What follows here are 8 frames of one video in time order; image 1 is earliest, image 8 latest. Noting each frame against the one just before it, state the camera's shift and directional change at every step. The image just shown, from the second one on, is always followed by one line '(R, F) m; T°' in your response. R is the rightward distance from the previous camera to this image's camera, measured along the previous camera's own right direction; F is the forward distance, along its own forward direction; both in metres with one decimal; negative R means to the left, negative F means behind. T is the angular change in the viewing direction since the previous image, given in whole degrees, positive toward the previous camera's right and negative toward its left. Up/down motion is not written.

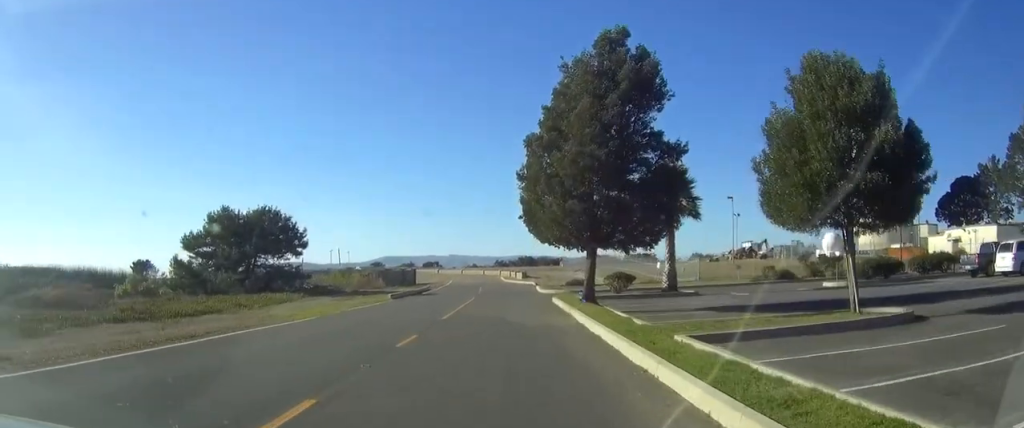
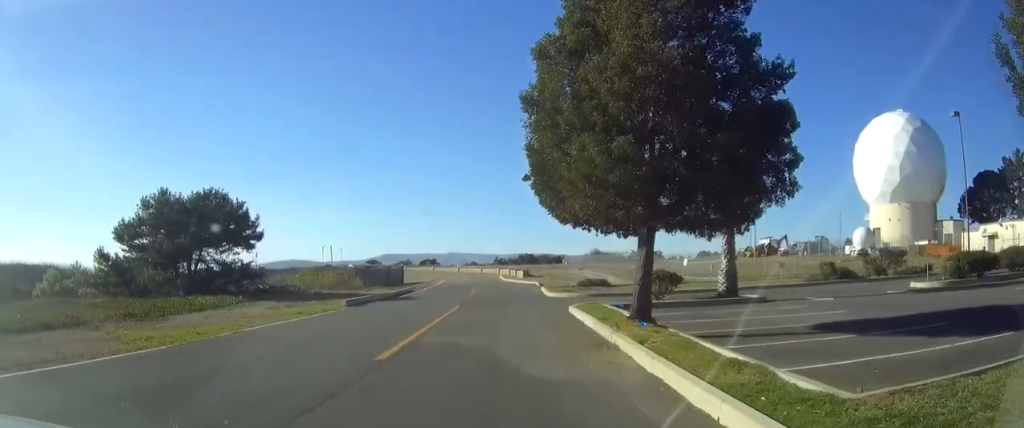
(0.0, +9.5) m; 0°
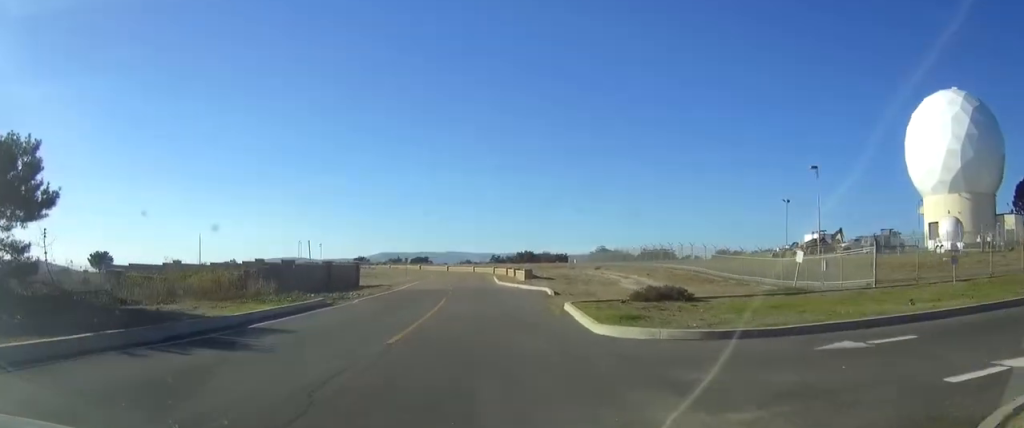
(+0.1, +21.8) m; +1°
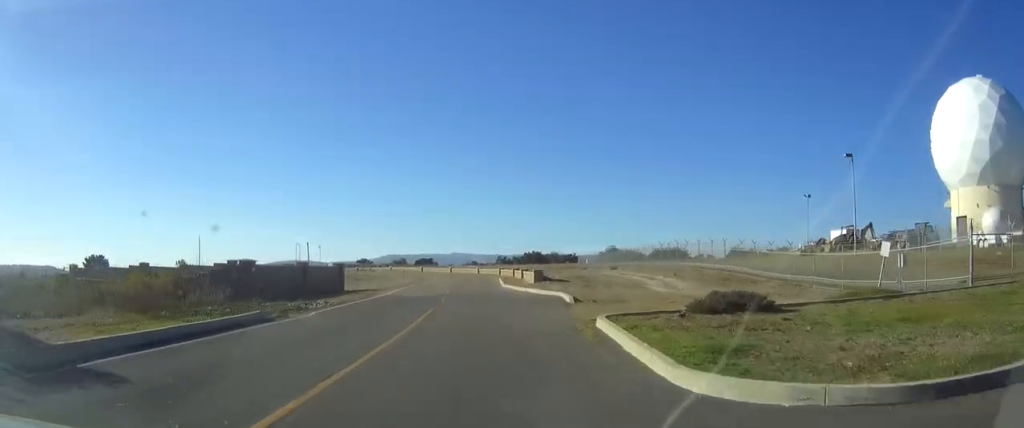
(+0.1, +7.3) m; 0°
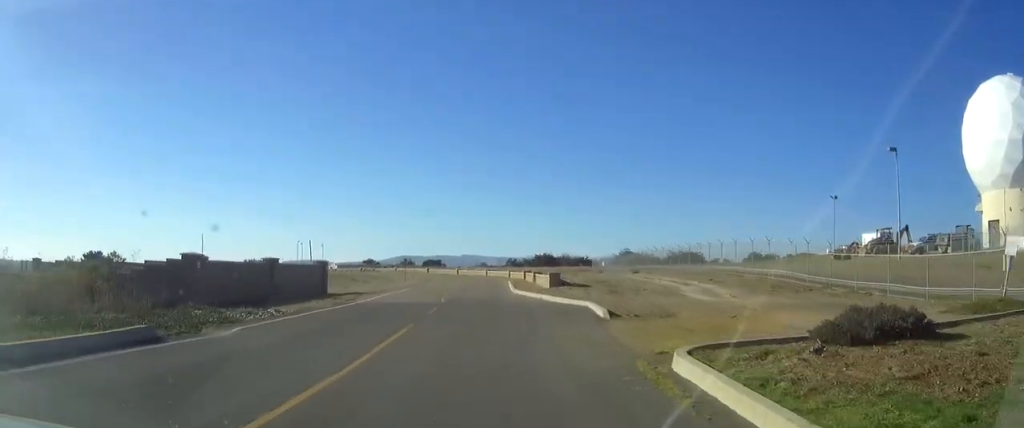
(0.0, +6.9) m; -2°
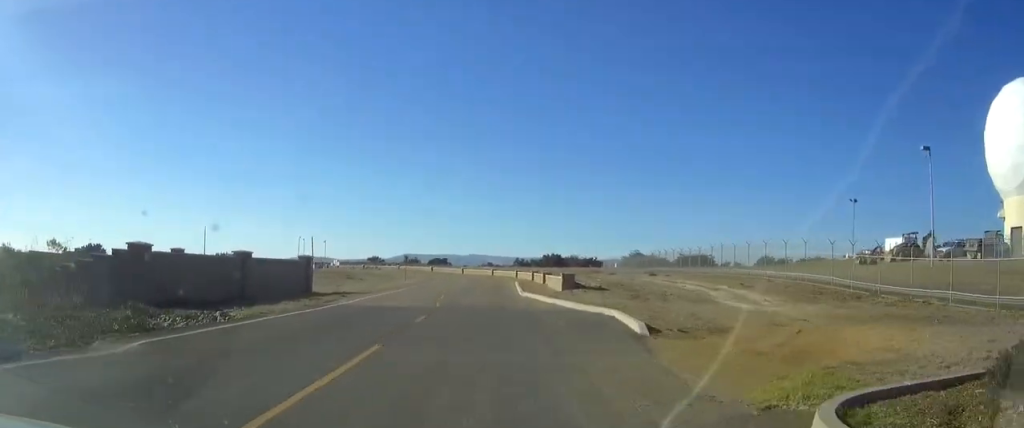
(-0.1, +4.6) m; -1°
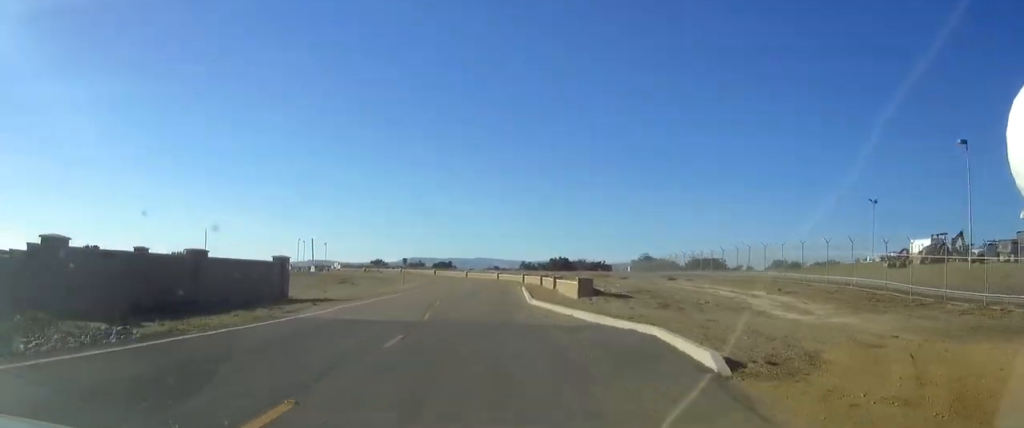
(-0.1, +5.2) m; -1°
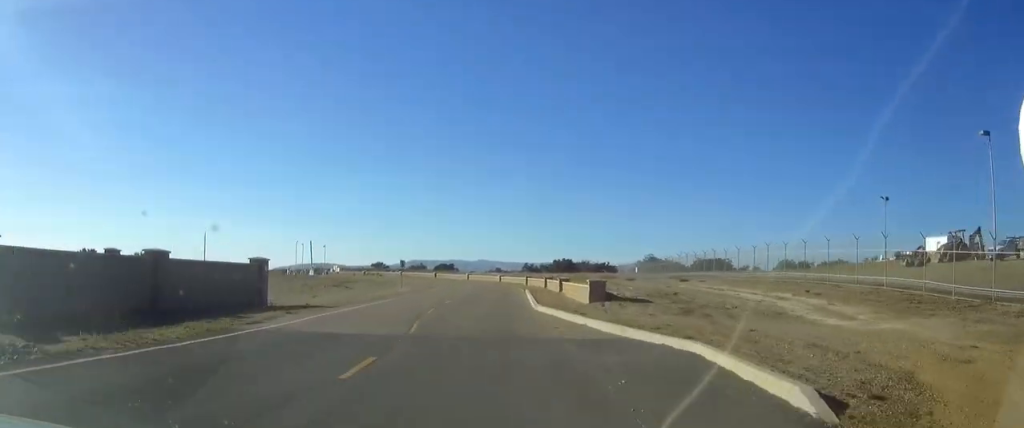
(0.0, +3.3) m; -1°
